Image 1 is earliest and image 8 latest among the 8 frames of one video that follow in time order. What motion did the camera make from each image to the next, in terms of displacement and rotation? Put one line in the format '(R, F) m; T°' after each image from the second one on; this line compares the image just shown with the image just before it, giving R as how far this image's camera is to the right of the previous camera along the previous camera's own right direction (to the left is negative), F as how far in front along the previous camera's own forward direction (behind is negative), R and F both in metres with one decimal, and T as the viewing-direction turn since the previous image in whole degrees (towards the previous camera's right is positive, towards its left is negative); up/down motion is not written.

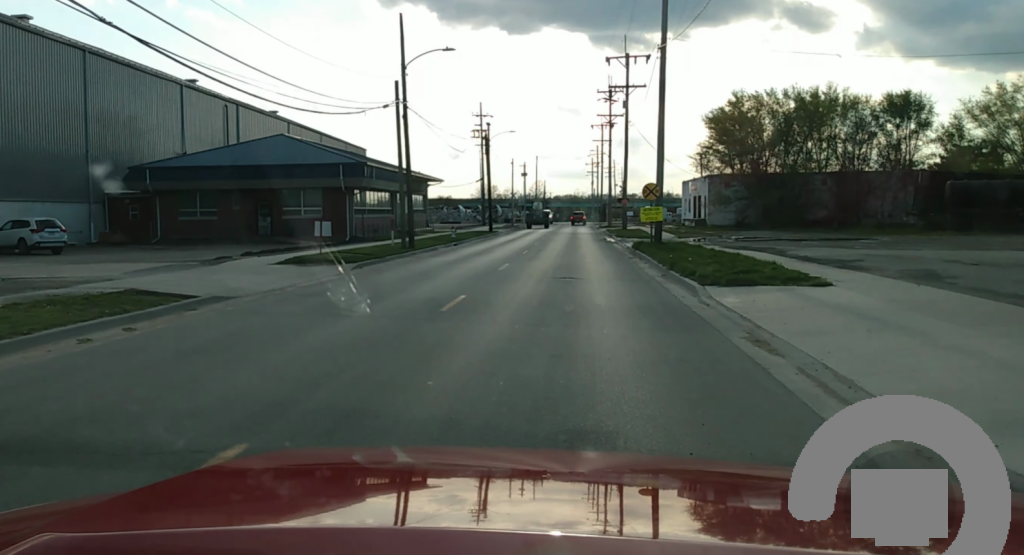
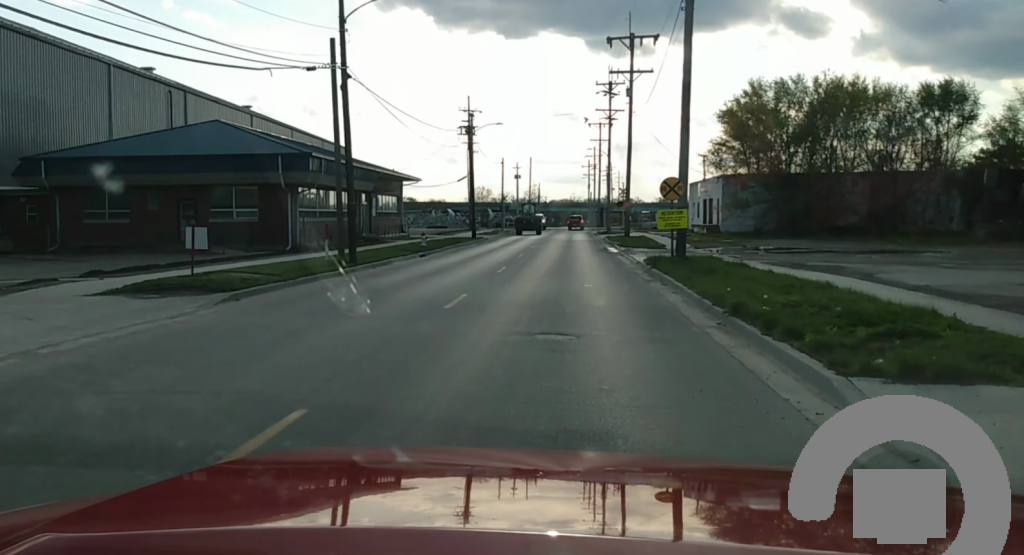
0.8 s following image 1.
(0.0, +10.1) m; +3°
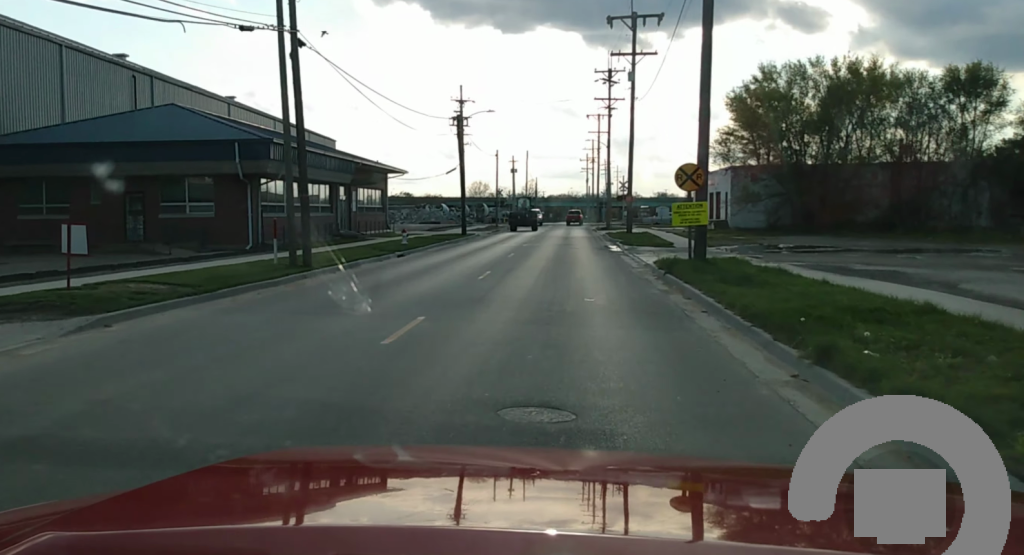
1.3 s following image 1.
(+0.1, +5.5) m; +3°
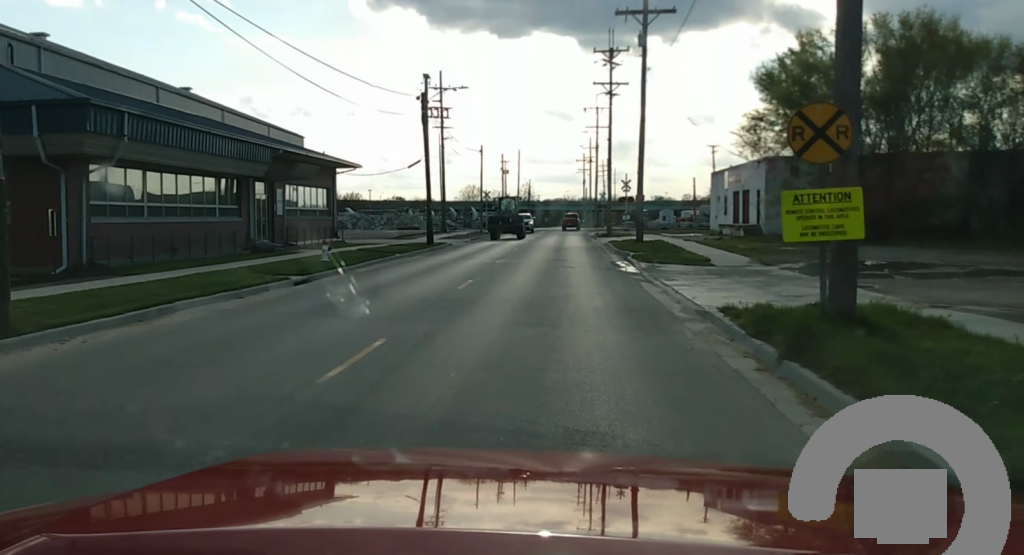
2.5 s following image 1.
(+0.7, +14.2) m; +1°
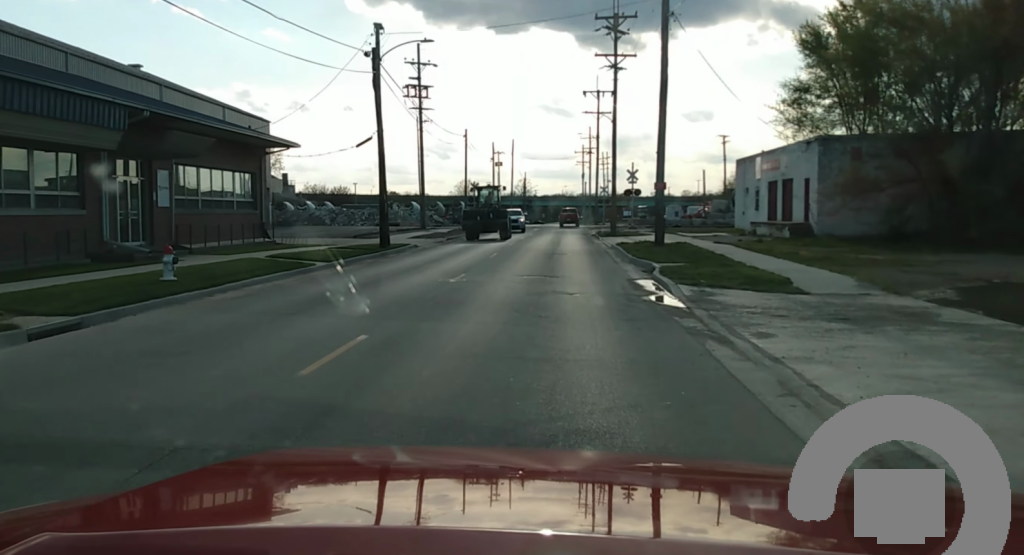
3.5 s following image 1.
(-0.5, +12.4) m; 0°
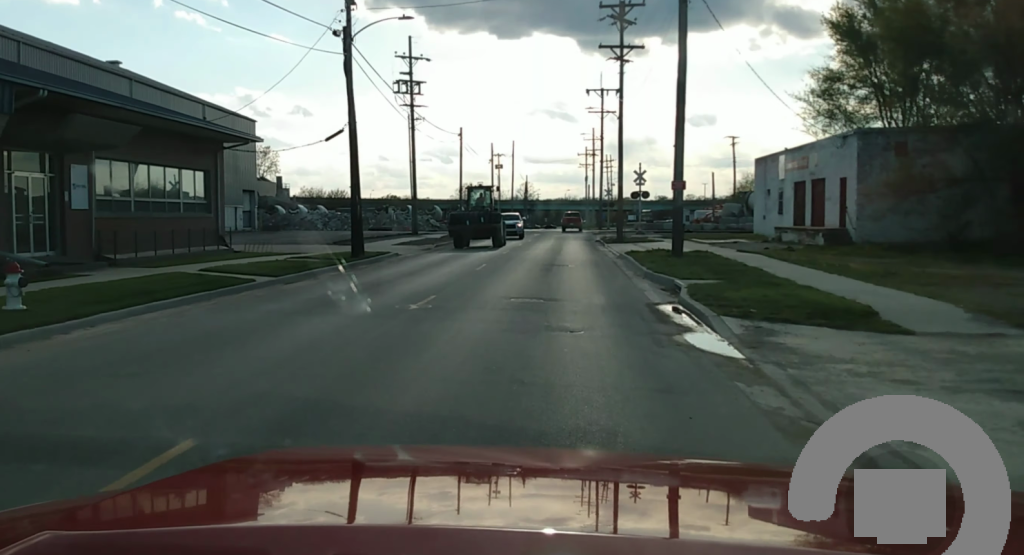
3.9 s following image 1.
(+0.2, +5.5) m; +1°
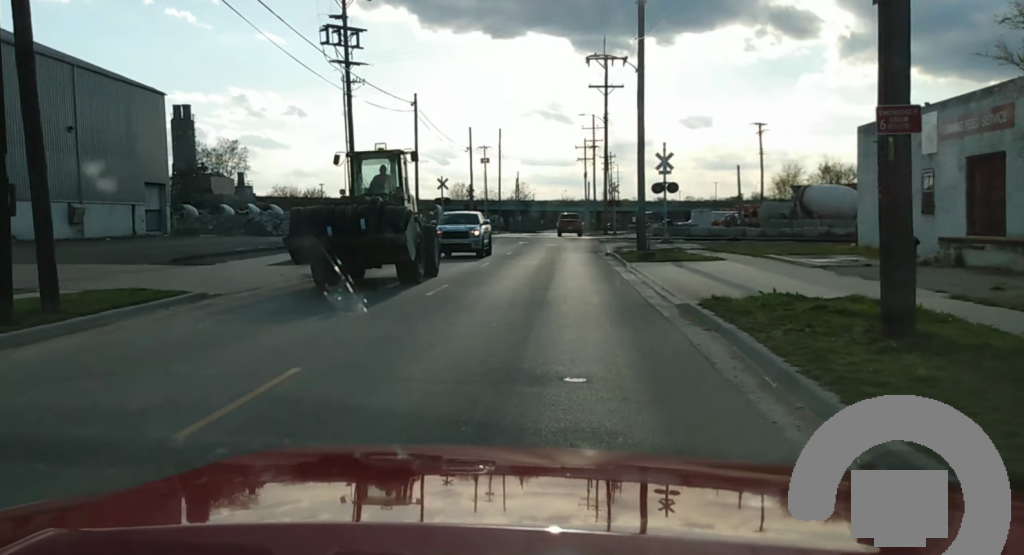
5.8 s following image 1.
(+0.3, +21.6) m; -1°
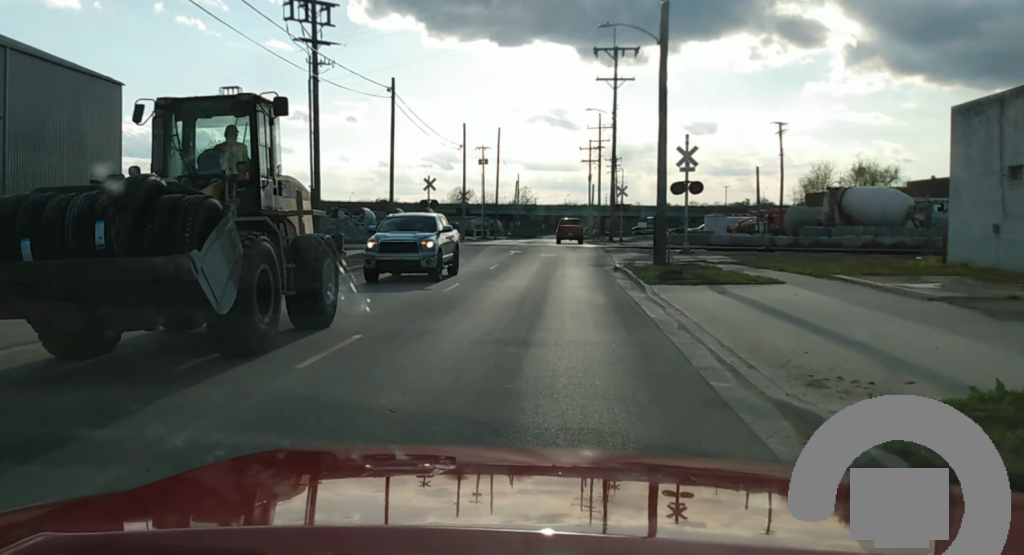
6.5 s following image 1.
(-0.3, +8.2) m; -1°
